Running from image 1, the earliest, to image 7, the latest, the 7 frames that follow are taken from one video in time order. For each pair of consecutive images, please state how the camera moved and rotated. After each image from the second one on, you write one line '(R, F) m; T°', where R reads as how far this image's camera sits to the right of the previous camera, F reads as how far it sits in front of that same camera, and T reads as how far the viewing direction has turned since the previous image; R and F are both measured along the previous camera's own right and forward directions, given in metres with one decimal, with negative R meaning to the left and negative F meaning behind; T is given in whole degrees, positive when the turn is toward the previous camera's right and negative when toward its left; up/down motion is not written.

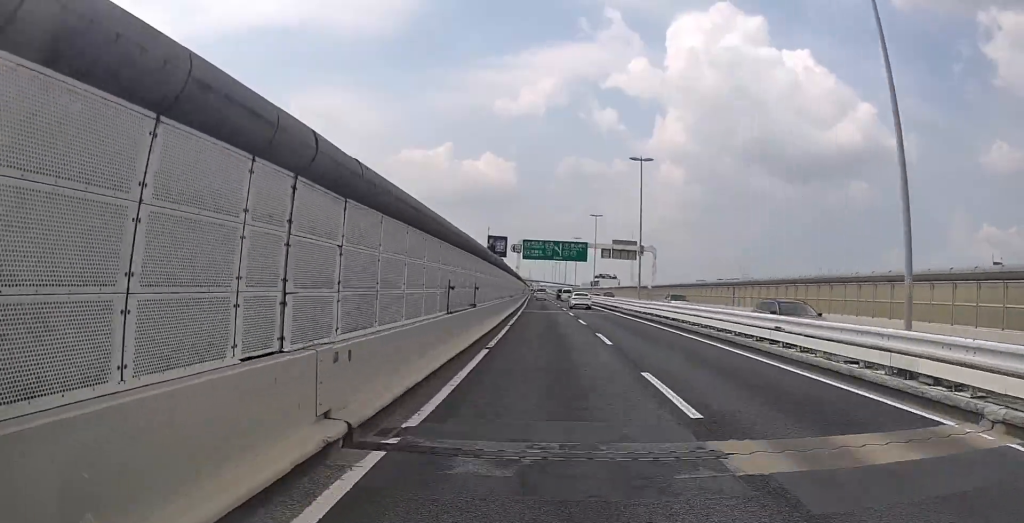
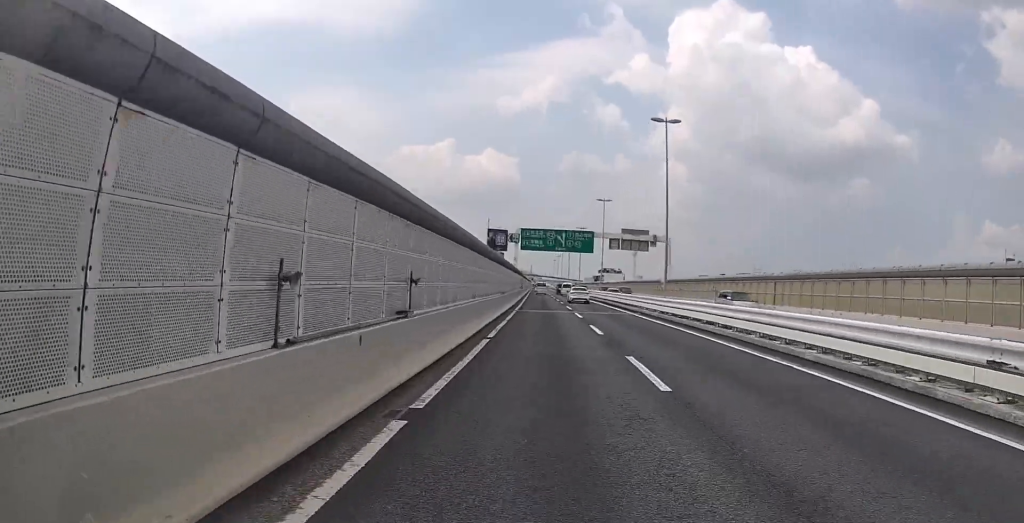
(0.0, +8.8) m; 0°
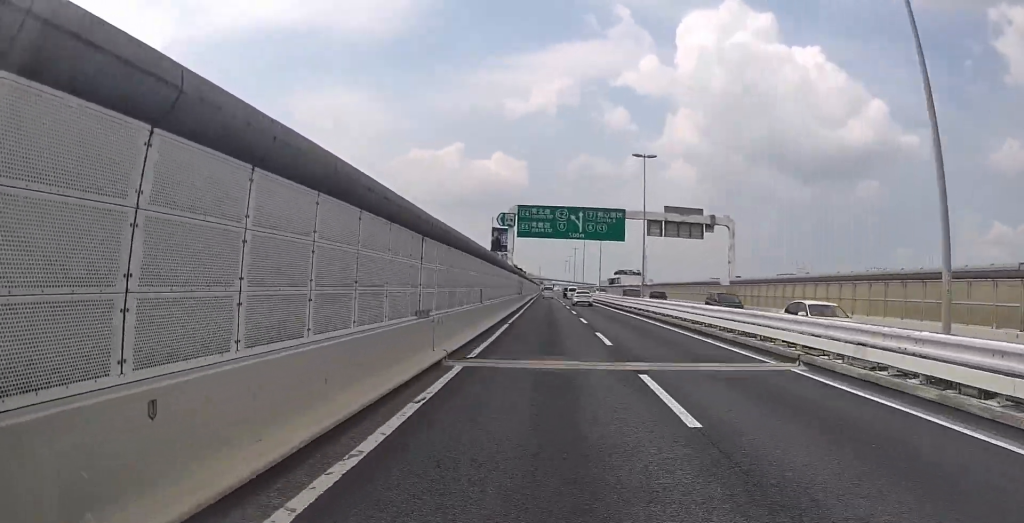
(-0.1, +21.4) m; -1°
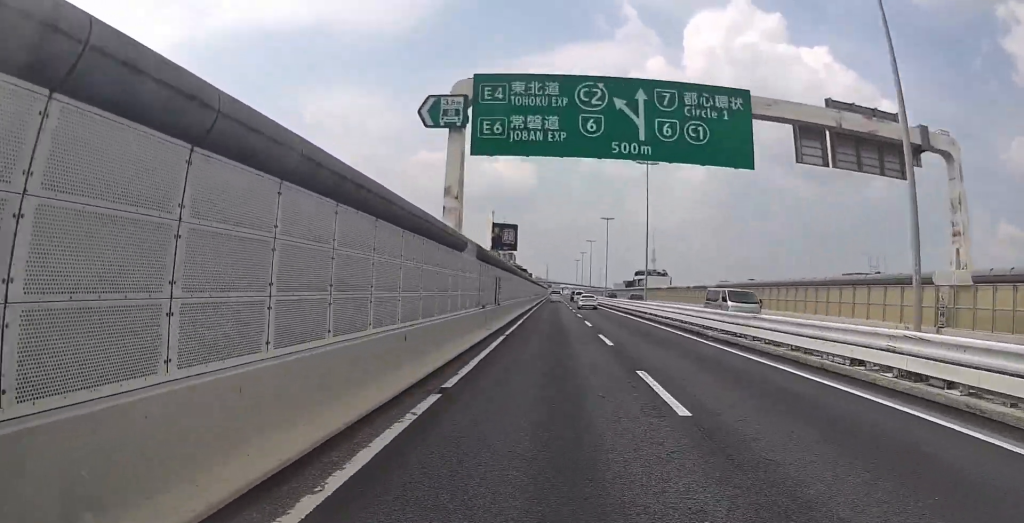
(-0.4, +28.1) m; -1°
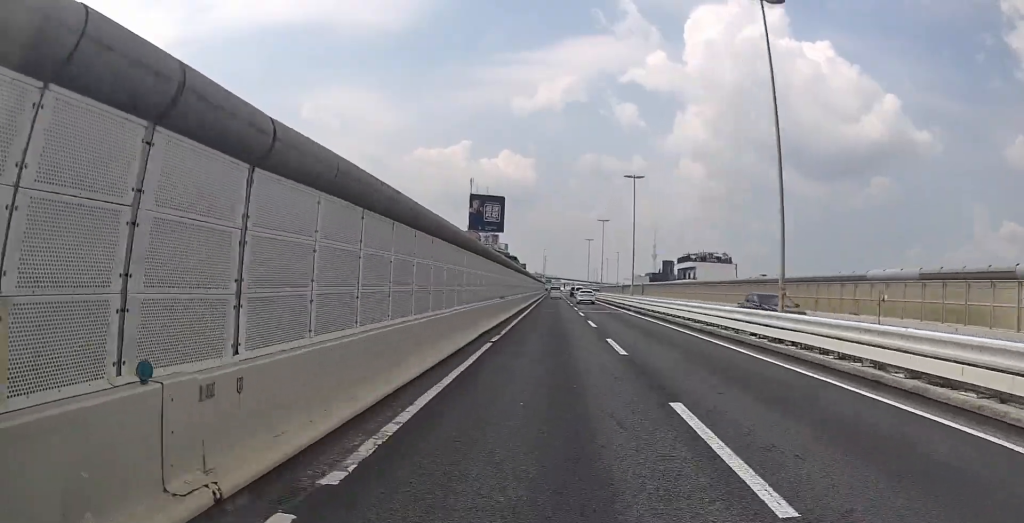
(-1.0, +52.5) m; -1°
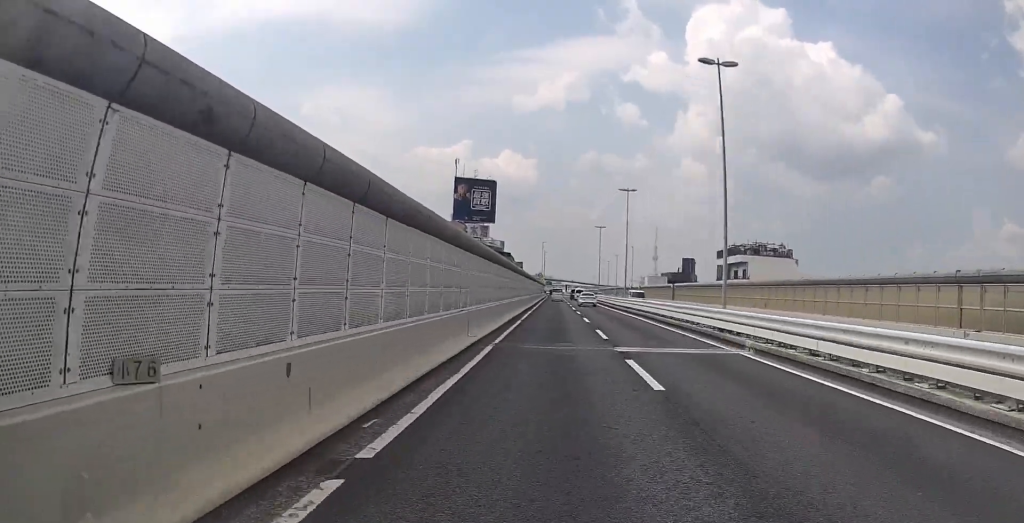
(+0.2, +24.4) m; 0°
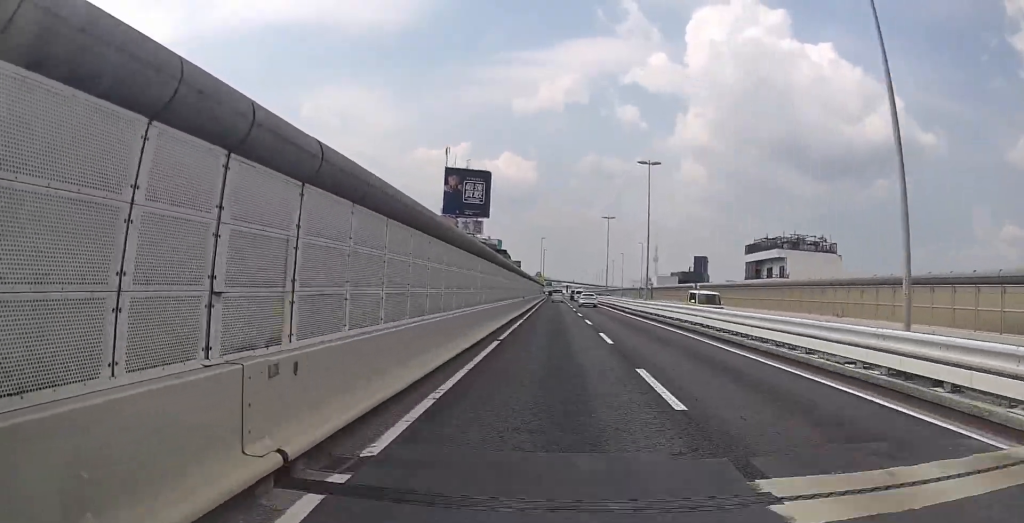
(-0.1, +11.6) m; 0°
